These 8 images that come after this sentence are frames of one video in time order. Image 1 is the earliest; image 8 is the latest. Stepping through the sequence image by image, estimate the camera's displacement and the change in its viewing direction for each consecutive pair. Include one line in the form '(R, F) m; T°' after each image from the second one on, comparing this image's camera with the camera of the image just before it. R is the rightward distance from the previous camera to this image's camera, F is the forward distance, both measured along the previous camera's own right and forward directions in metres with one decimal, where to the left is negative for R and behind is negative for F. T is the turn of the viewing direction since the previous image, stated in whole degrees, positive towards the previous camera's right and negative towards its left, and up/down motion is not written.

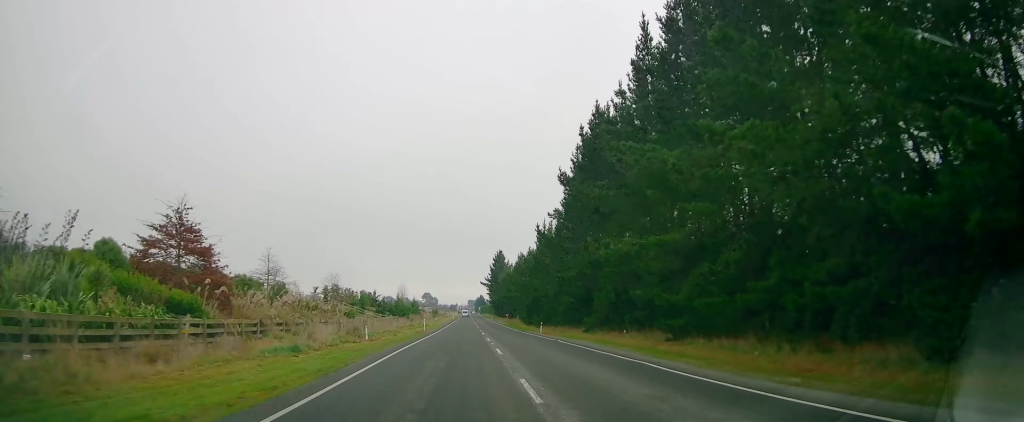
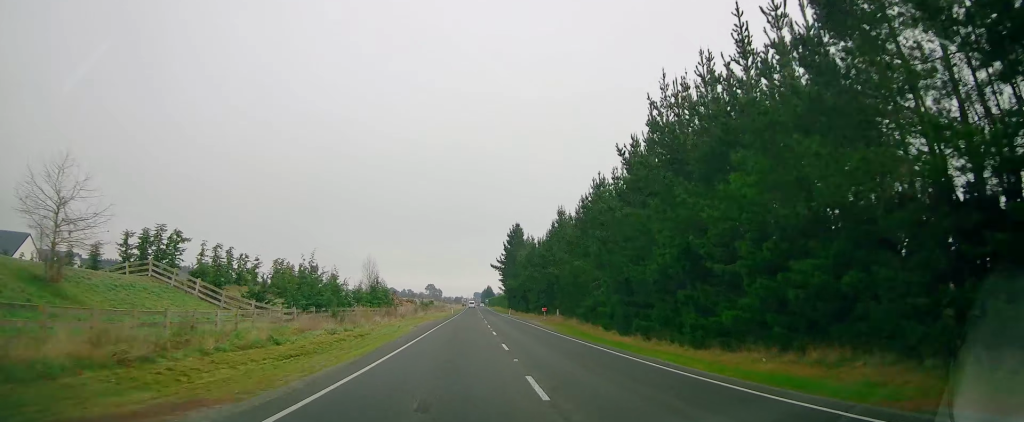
(-0.8, +49.4) m; -1°
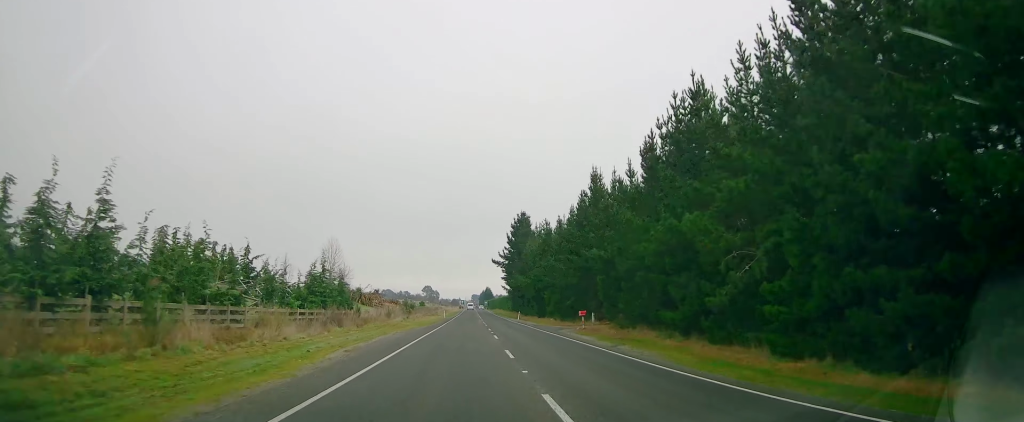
(+0.1, +22.3) m; 0°
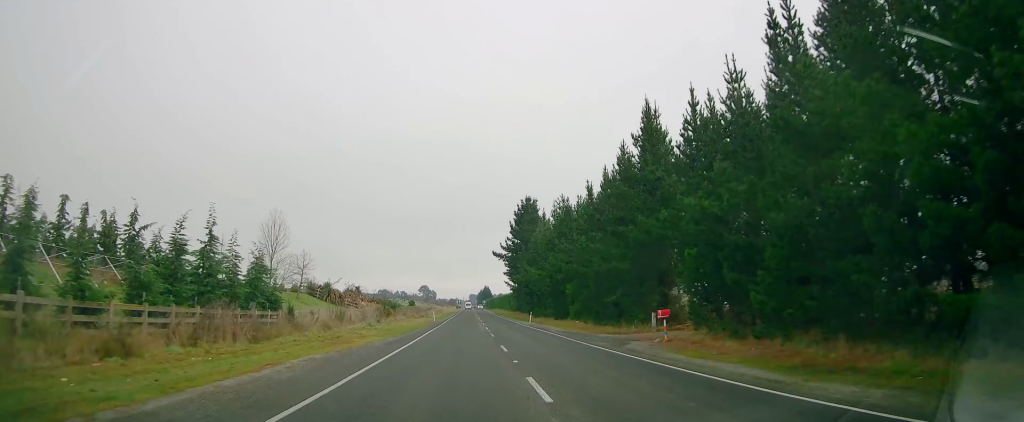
(0.0, +18.0) m; 0°
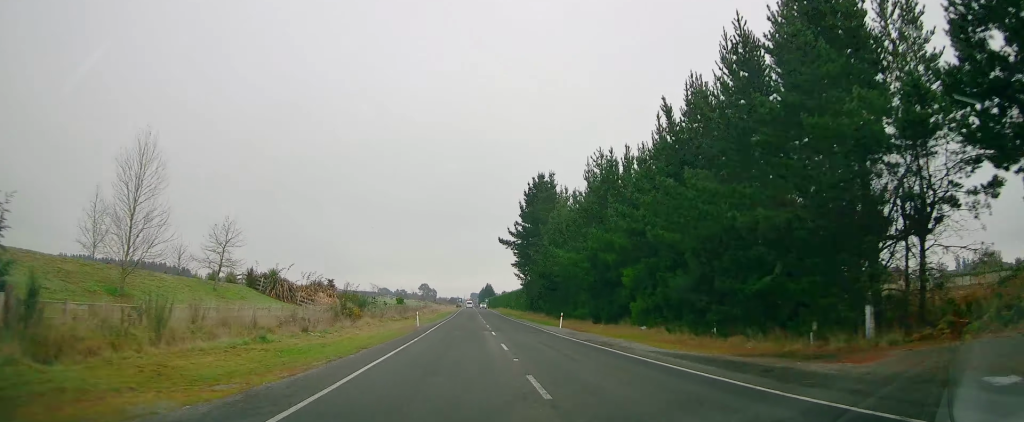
(-0.3, +20.8) m; 0°
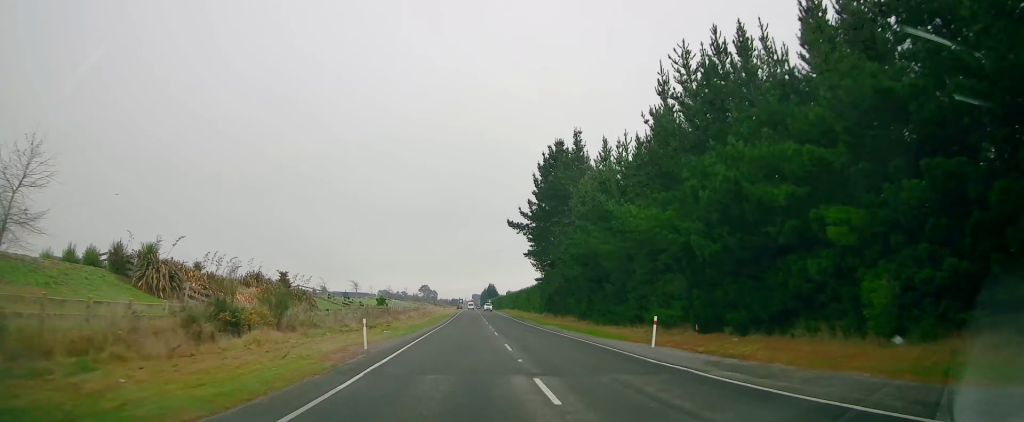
(+0.4, +21.0) m; +1°
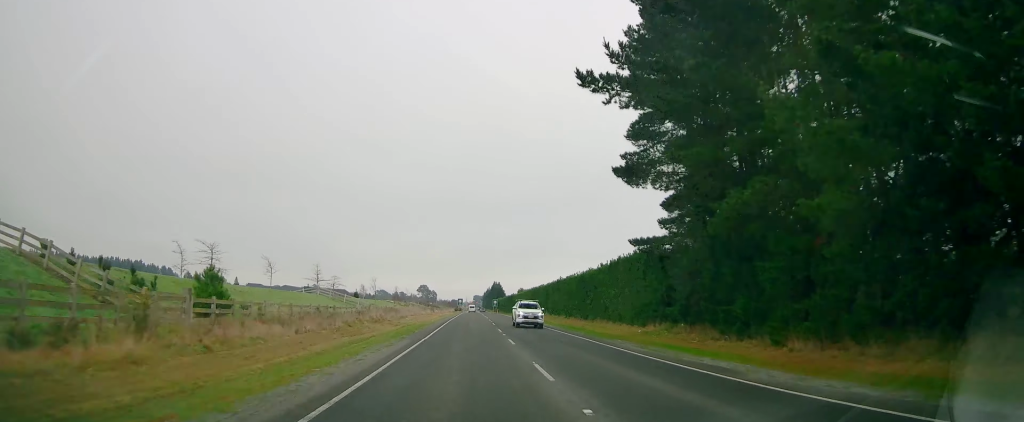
(0.0, +47.8) m; 0°
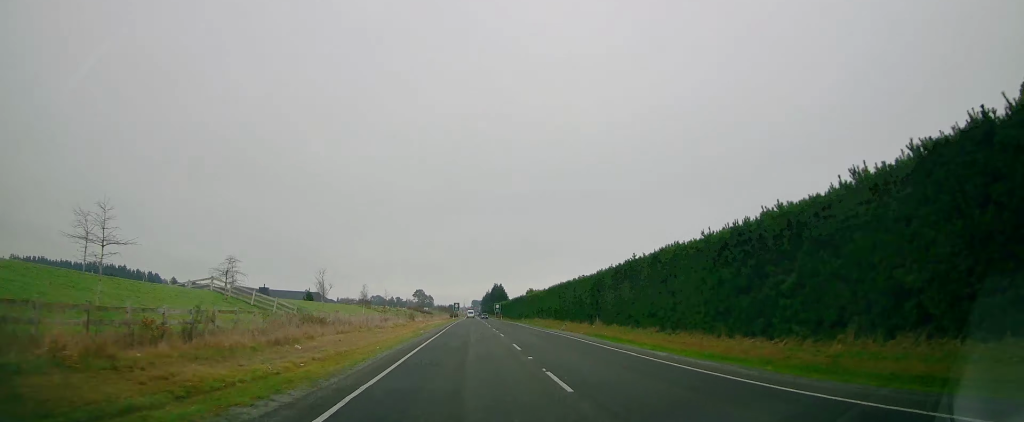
(0.0, +31.1) m; 0°
